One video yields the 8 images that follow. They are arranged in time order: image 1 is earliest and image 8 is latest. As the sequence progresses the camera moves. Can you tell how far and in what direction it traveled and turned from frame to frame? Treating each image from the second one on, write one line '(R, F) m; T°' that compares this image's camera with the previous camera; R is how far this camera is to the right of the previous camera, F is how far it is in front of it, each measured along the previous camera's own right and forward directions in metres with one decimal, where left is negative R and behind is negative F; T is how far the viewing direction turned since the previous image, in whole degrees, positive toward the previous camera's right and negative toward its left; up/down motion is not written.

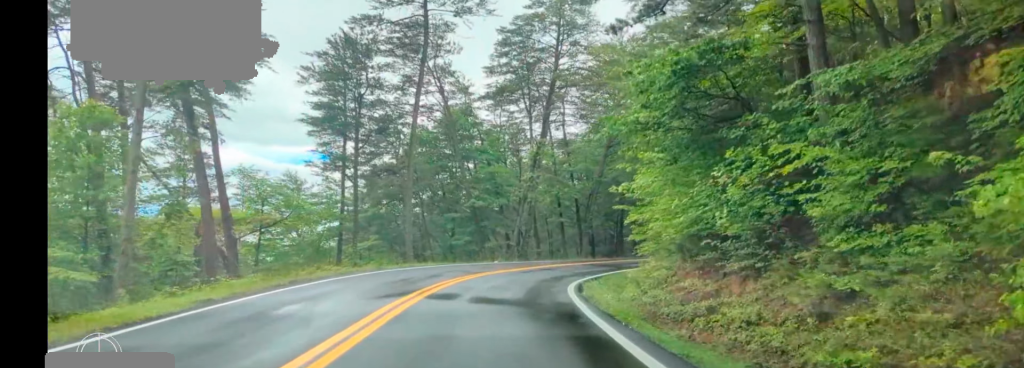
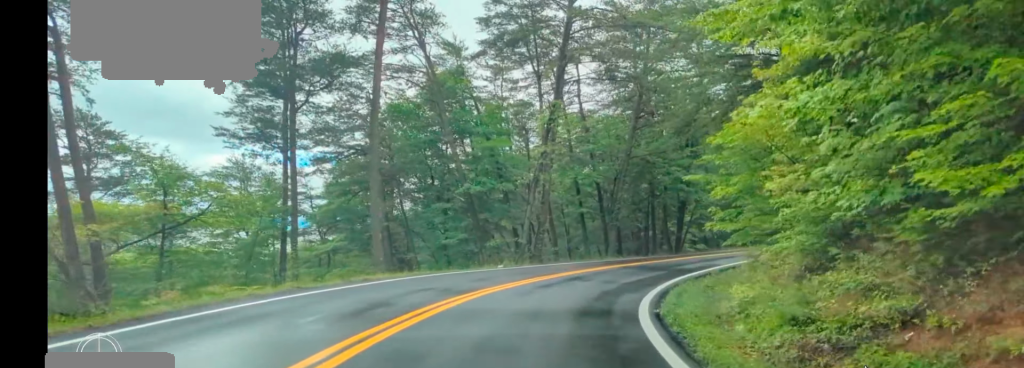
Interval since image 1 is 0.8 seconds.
(-0.2, +10.4) m; +2°
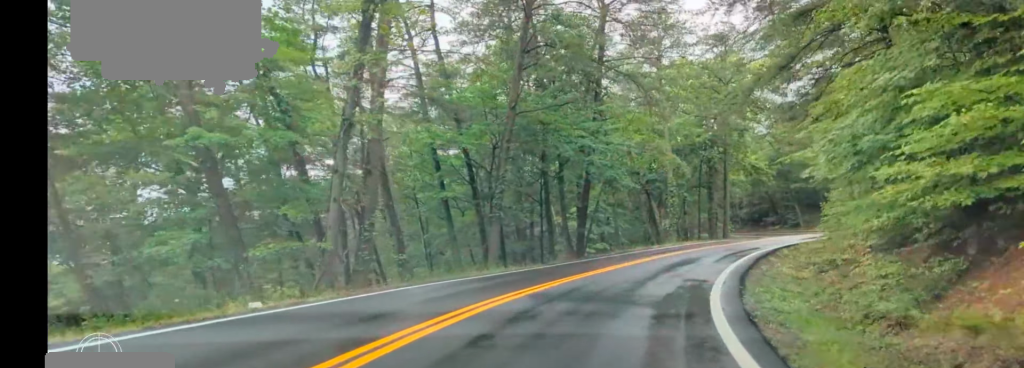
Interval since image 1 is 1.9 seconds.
(+1.1, +15.1) m; +13°
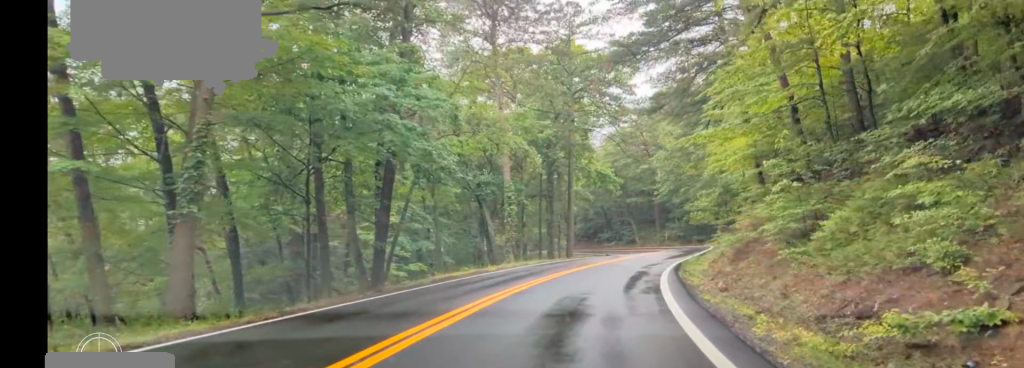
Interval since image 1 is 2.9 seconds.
(+1.8, +13.1) m; +11°
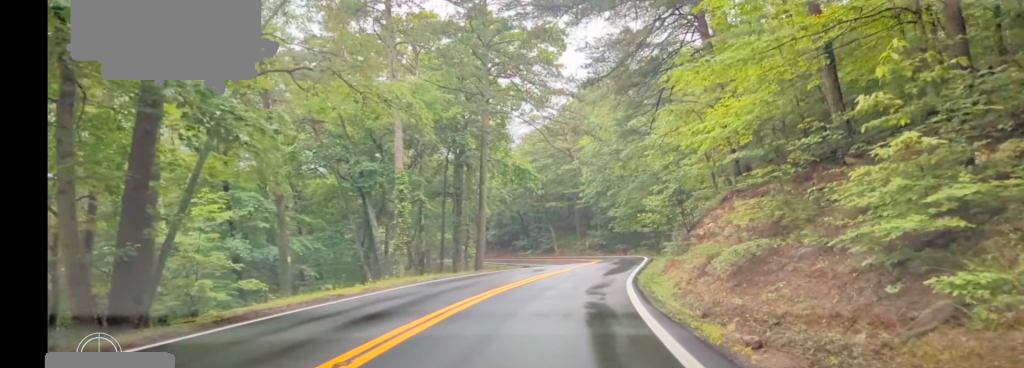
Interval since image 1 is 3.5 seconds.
(+0.5, +8.9) m; +5°
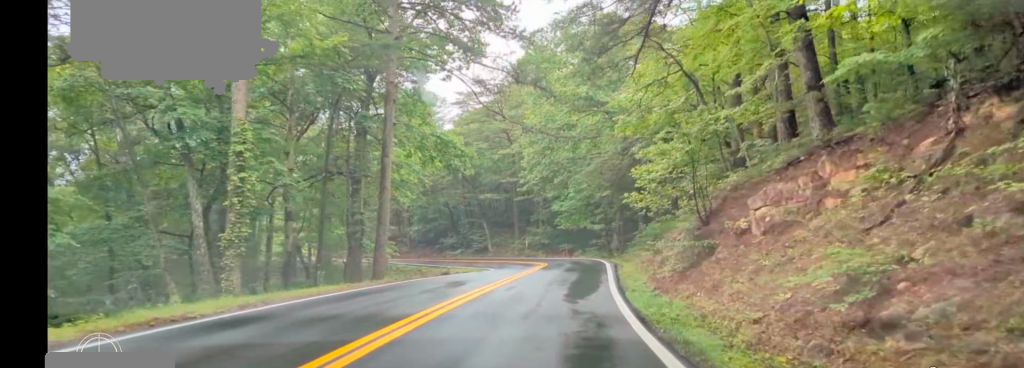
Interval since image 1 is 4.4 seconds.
(+0.1, +11.5) m; +6°
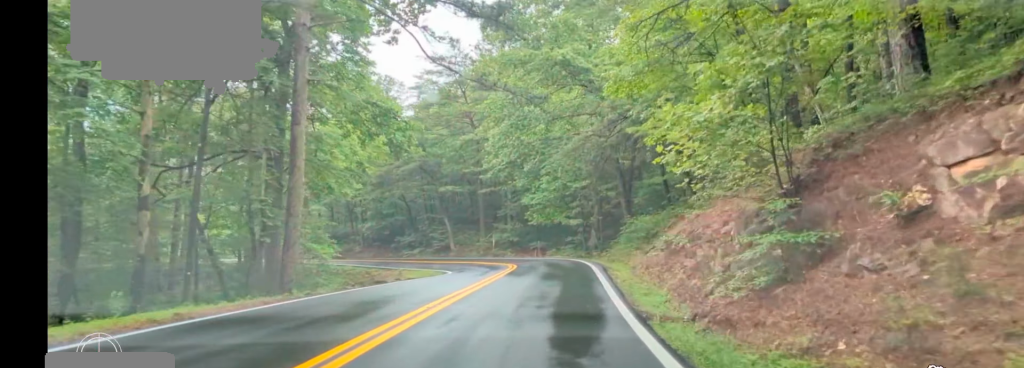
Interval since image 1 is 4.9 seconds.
(+0.7, +7.3) m; +5°
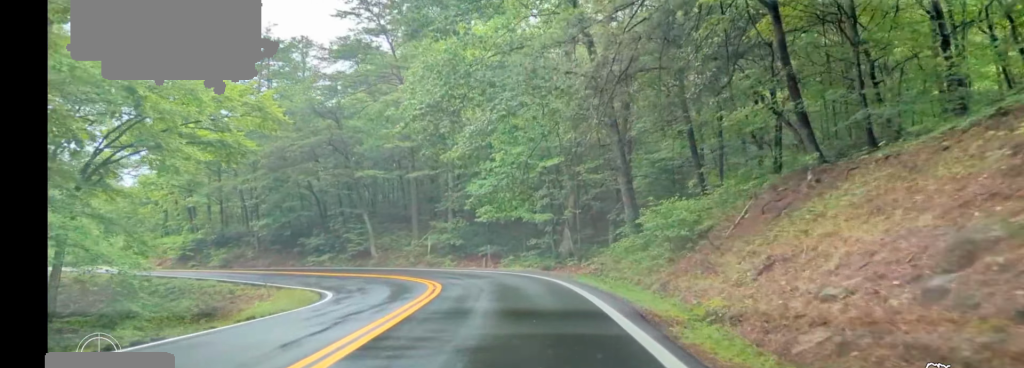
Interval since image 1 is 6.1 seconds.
(+1.1, +15.4) m; +3°
